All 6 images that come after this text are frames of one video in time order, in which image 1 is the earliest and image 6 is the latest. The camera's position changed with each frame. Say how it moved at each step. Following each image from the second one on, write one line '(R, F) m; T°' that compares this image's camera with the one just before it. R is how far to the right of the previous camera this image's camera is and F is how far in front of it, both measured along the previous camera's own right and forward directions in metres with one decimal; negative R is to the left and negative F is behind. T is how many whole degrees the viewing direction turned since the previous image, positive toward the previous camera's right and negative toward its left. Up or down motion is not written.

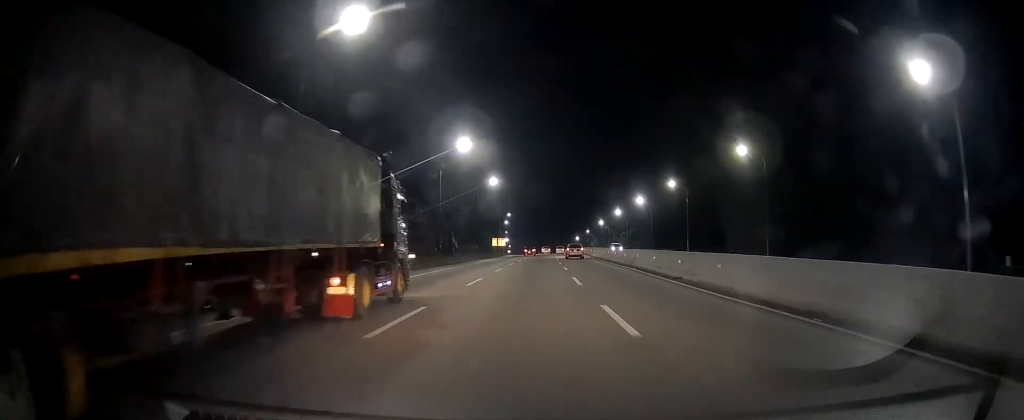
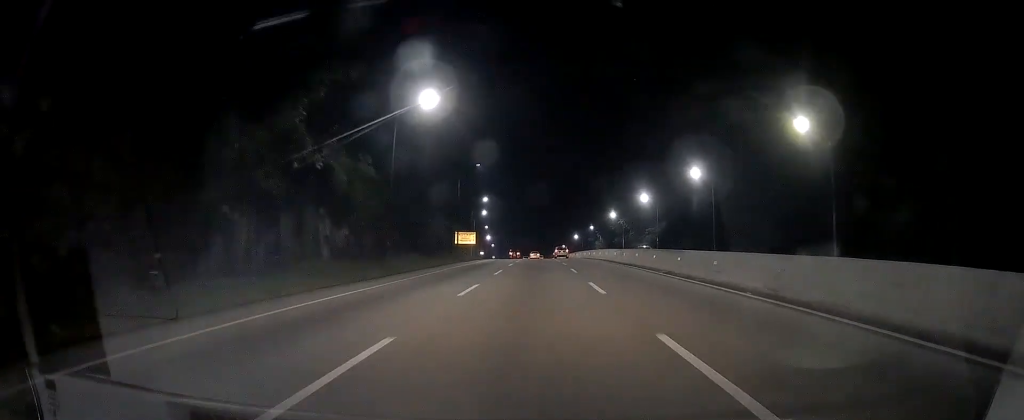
(+0.7, +52.6) m; +3°
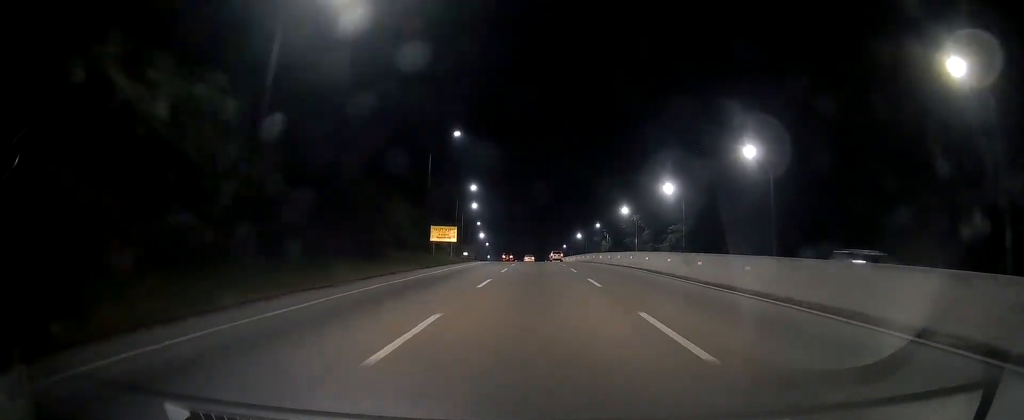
(0.0, +21.4) m; 0°
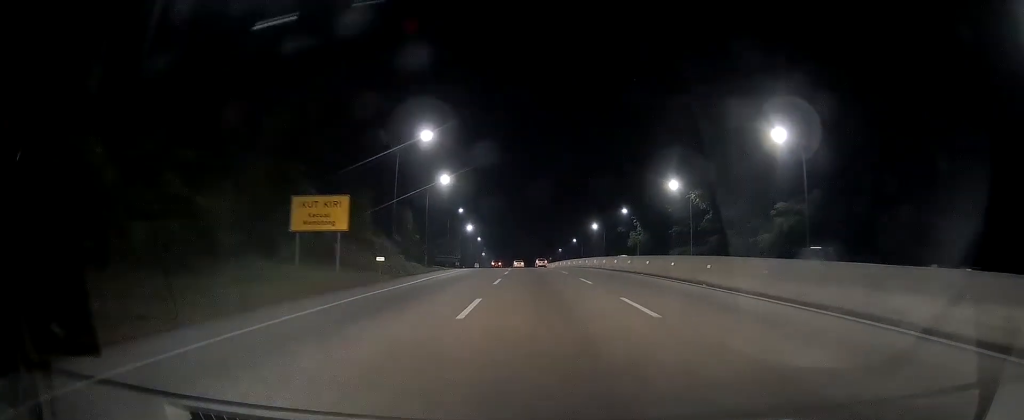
(0.0, +43.4) m; 0°
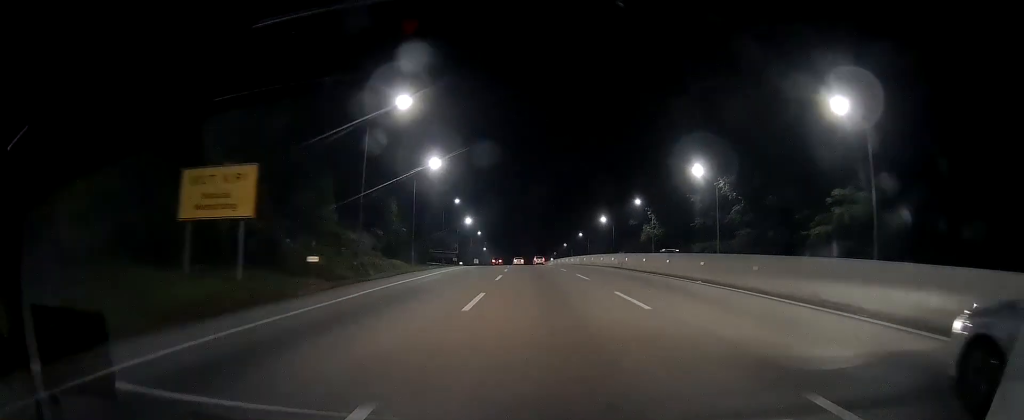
(0.0, +11.0) m; 0°
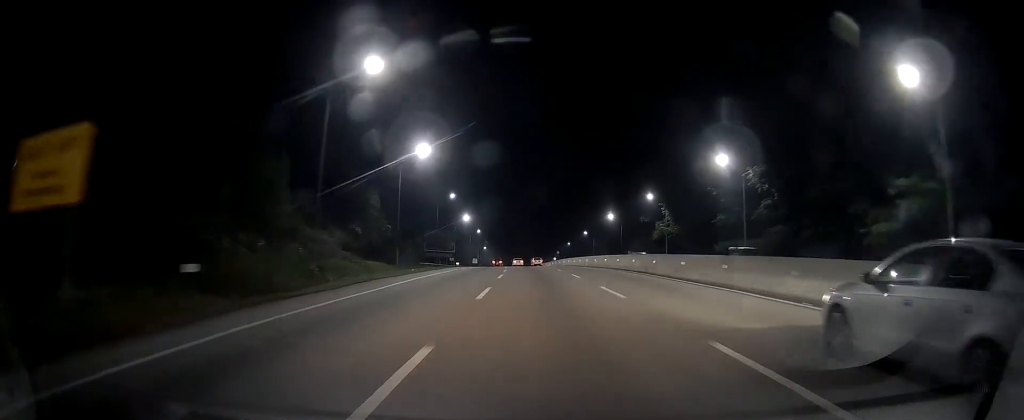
(0.0, +9.1) m; 0°
